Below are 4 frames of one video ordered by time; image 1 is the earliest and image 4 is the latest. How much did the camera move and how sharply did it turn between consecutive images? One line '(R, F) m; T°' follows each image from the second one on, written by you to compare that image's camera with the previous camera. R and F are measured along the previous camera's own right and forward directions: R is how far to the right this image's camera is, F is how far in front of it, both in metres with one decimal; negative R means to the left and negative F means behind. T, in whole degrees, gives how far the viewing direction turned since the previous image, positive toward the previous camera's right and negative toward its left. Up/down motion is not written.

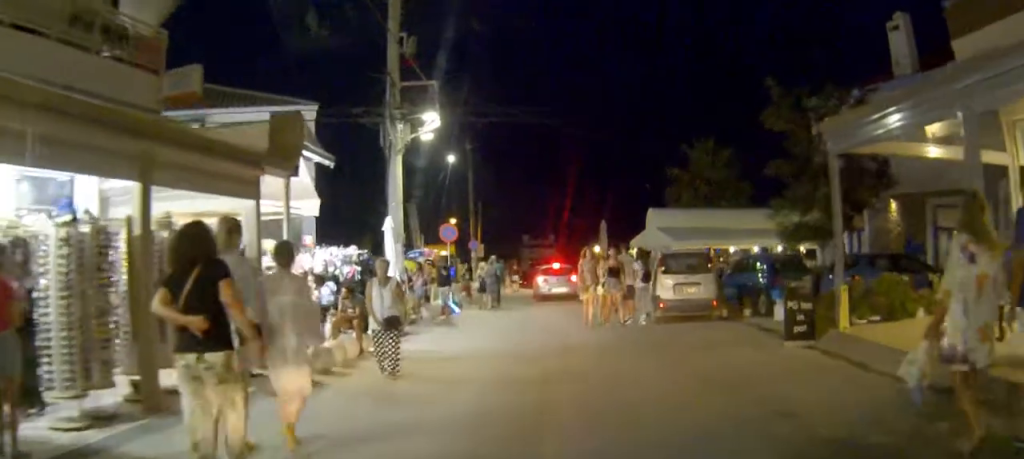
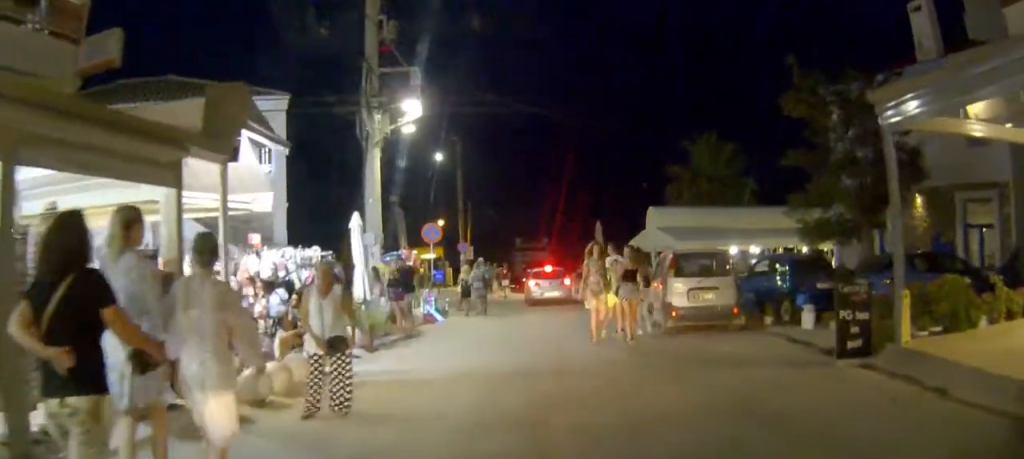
(-0.1, +2.2) m; -1°
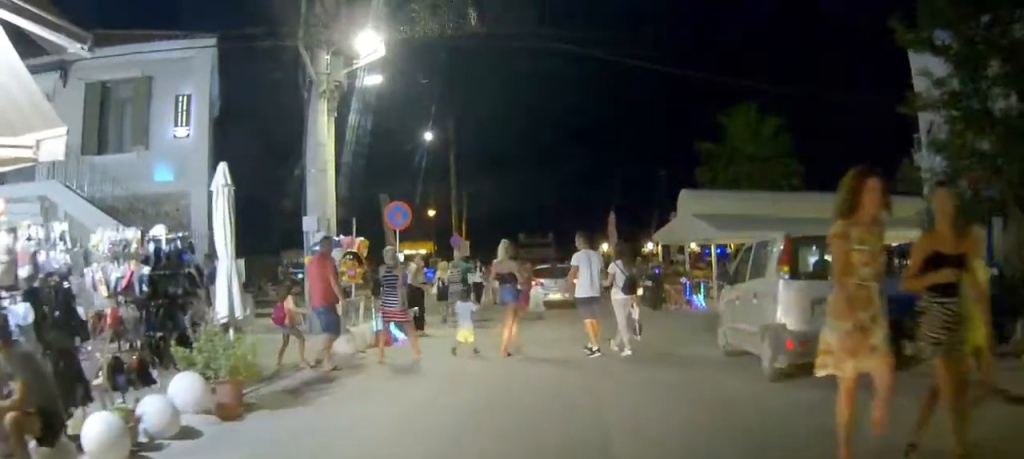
(+0.1, +5.9) m; +1°
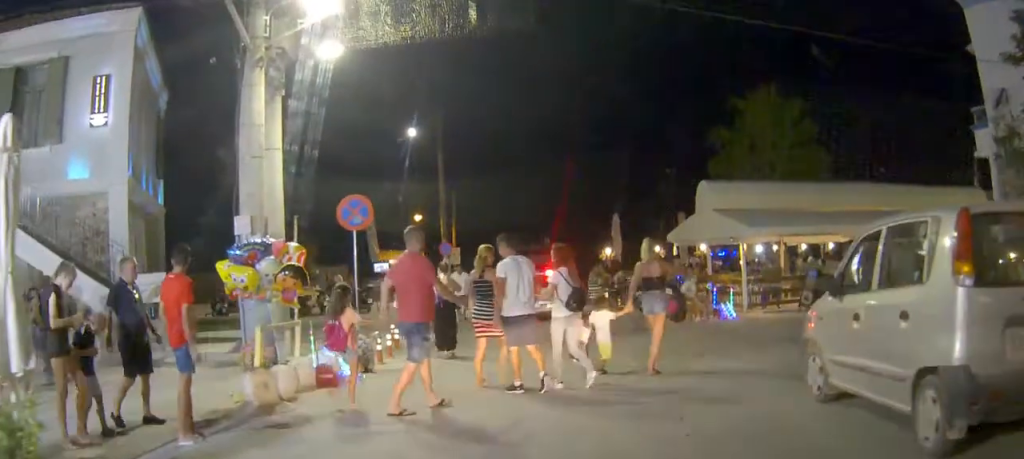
(+0.1, +3.5) m; +2°
